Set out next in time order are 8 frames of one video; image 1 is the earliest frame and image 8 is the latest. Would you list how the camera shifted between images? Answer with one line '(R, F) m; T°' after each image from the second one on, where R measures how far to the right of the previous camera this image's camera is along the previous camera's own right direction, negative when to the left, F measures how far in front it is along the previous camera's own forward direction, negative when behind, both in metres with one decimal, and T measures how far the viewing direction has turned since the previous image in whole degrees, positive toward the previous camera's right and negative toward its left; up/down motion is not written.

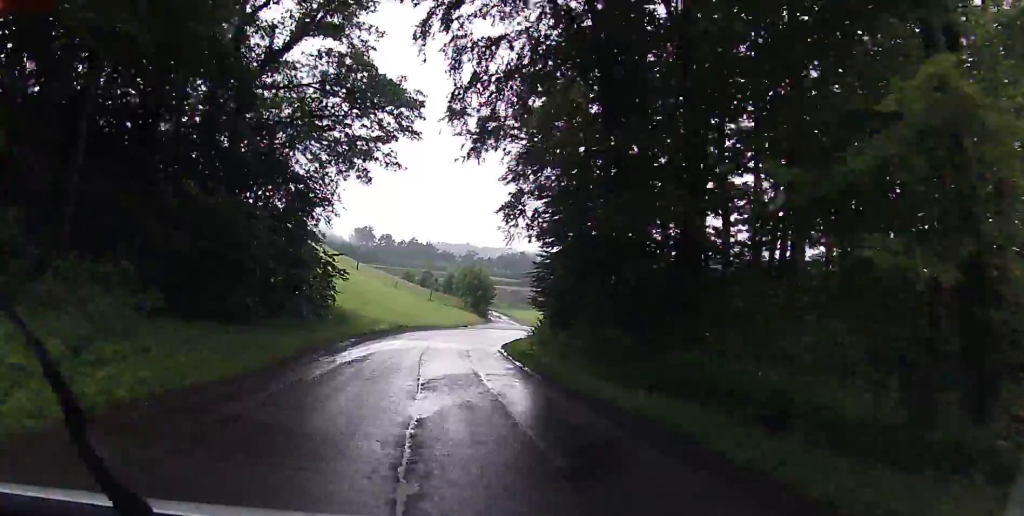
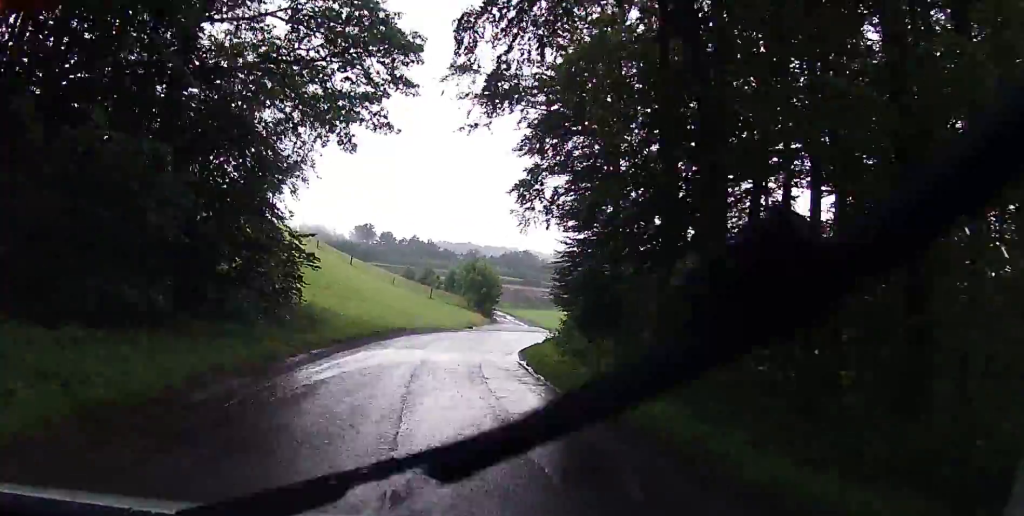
(+0.1, +7.4) m; +1°
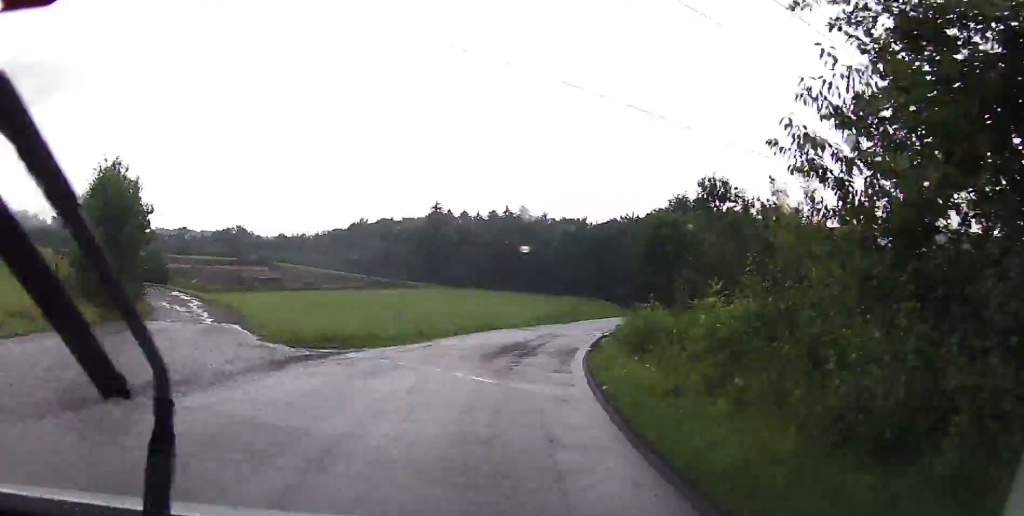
(+7.5, +51.4) m; +24°
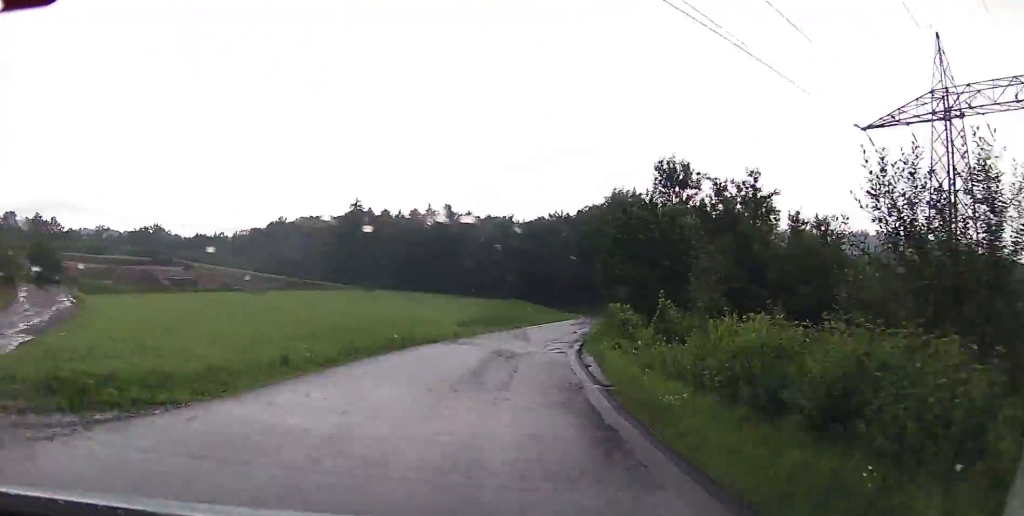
(+0.2, +10.9) m; +7°
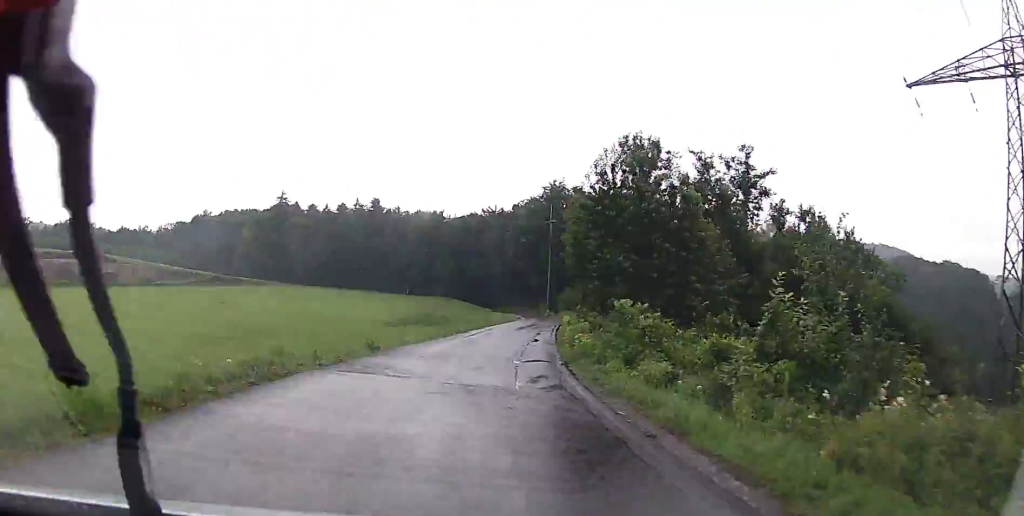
(+1.2, +10.6) m; +5°
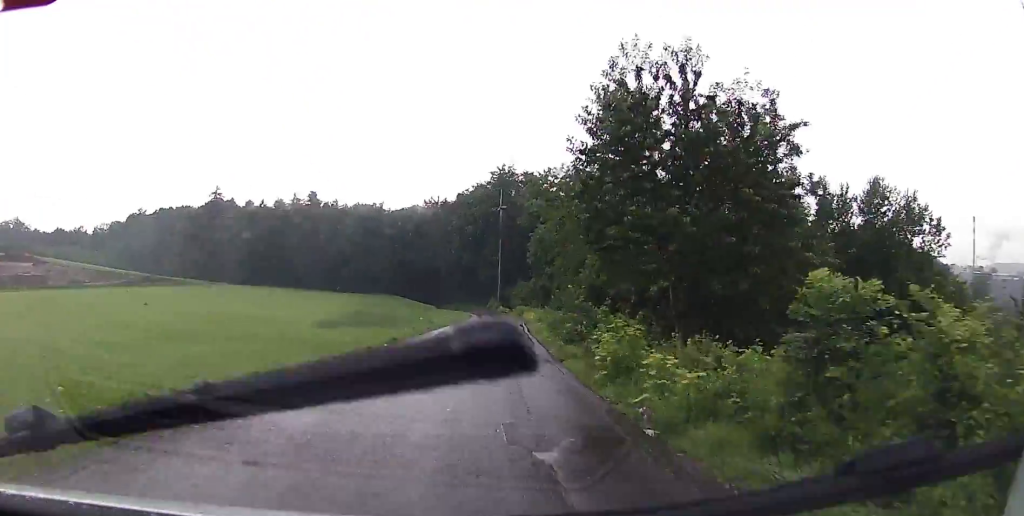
(+0.6, +11.4) m; +4°
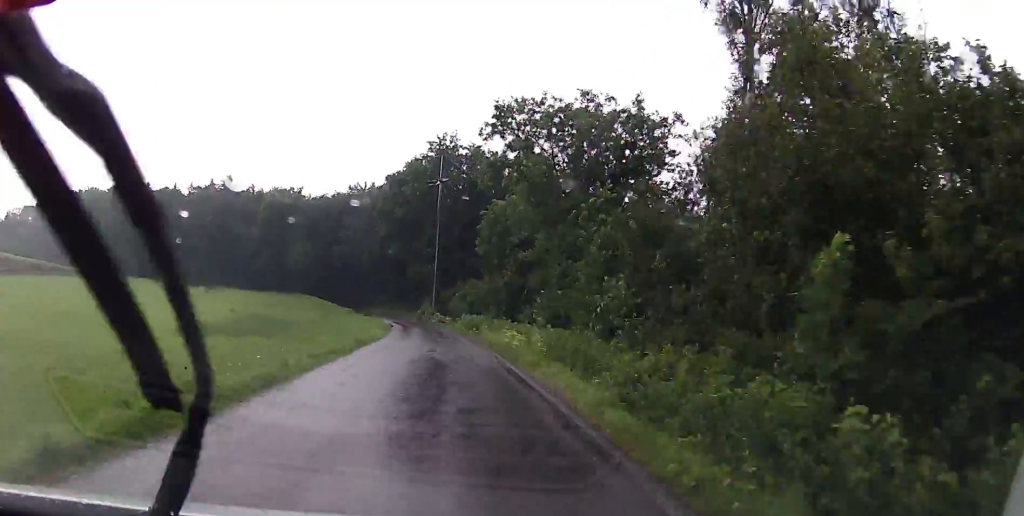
(+1.3, +26.0) m; +5°
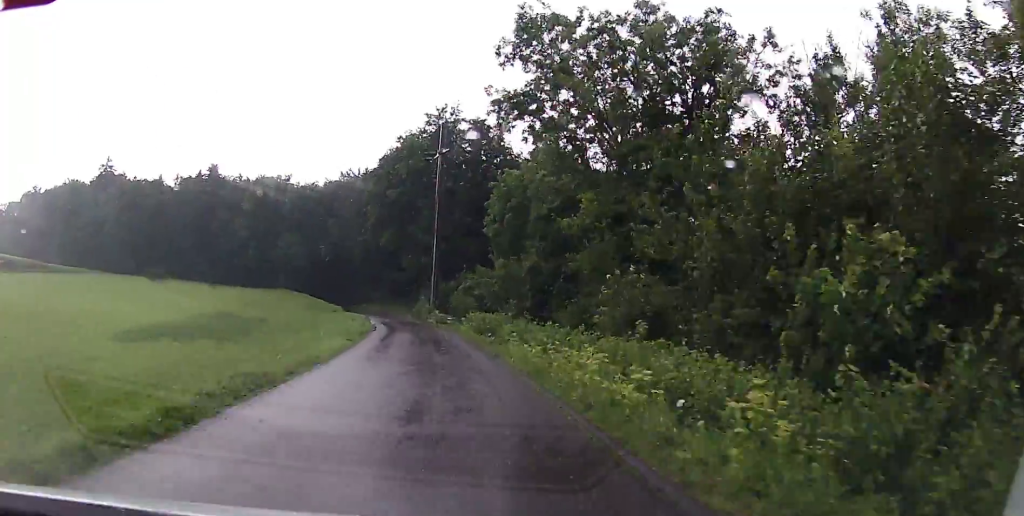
(+0.3, +12.6) m; +1°
